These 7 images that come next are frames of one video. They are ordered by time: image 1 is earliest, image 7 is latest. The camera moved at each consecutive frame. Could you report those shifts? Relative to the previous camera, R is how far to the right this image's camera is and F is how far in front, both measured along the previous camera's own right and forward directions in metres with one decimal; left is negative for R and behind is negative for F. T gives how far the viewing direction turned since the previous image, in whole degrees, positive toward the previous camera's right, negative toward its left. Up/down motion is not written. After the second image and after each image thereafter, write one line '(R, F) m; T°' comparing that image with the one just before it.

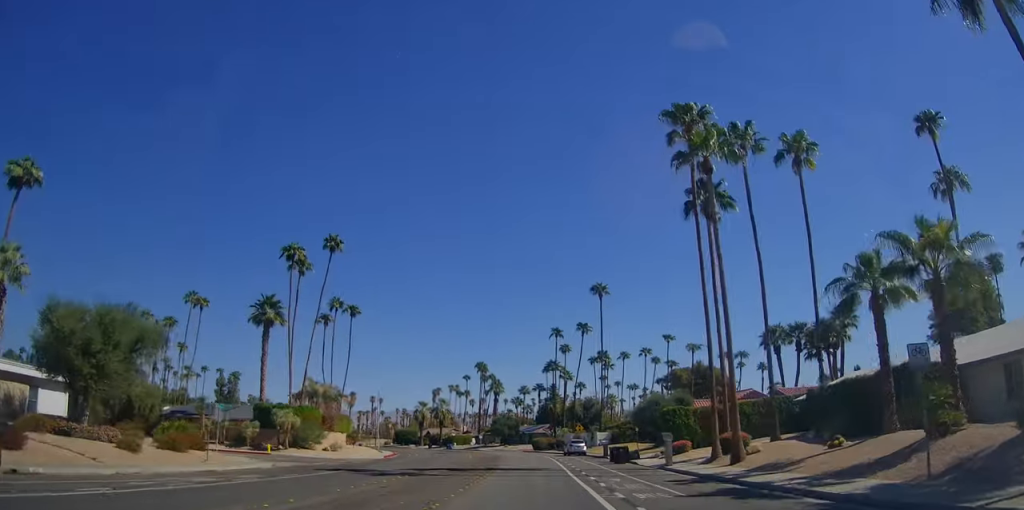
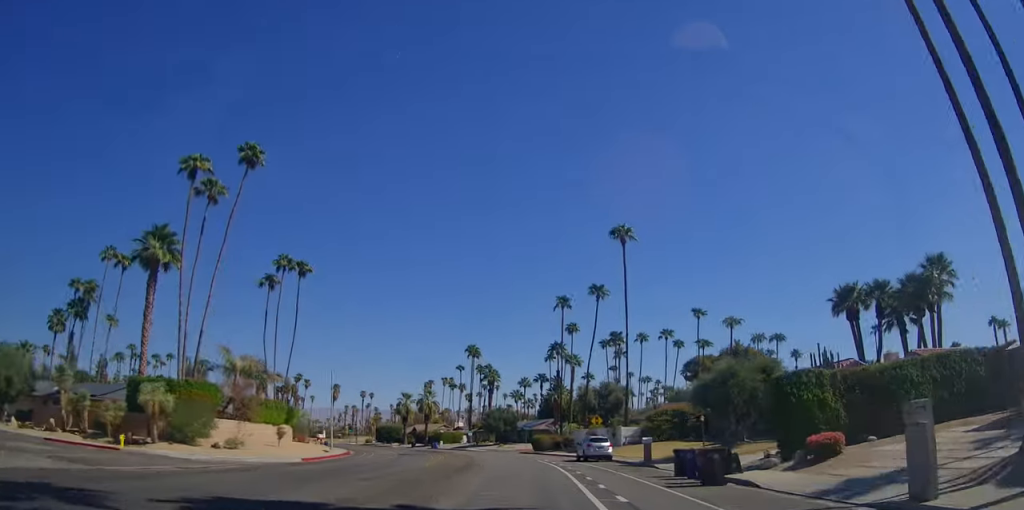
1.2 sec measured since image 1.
(+1.8, +19.9) m; +7°
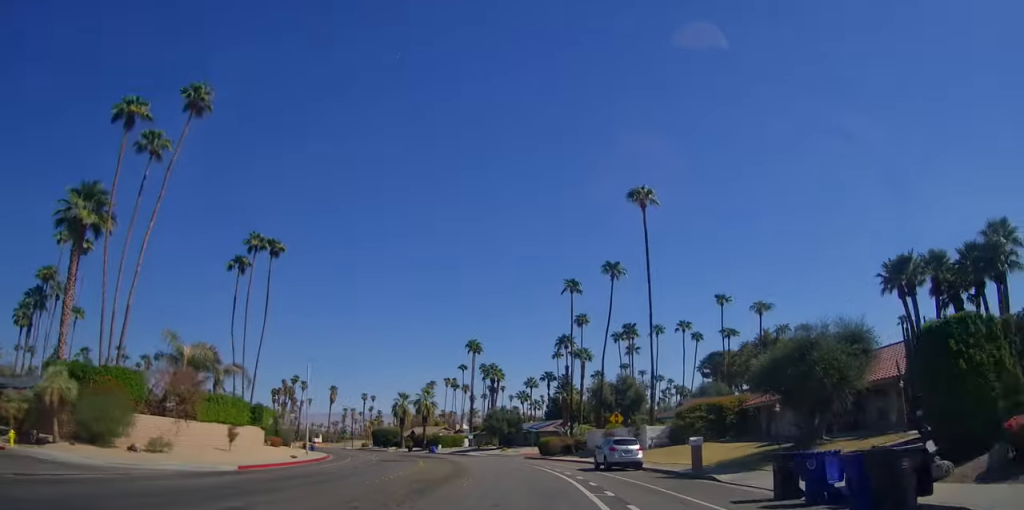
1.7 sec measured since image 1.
(0.0, +9.0) m; 0°
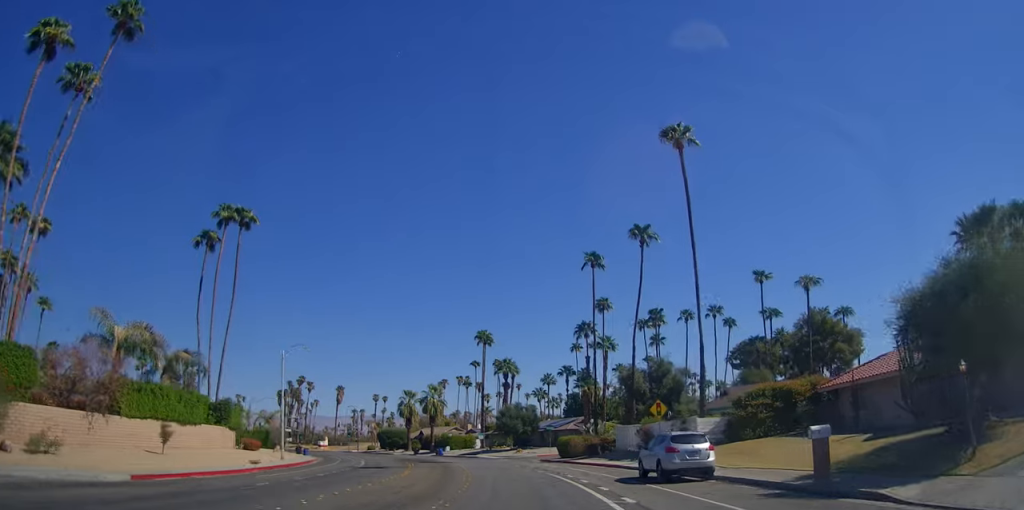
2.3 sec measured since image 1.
(0.0, +9.5) m; -1°
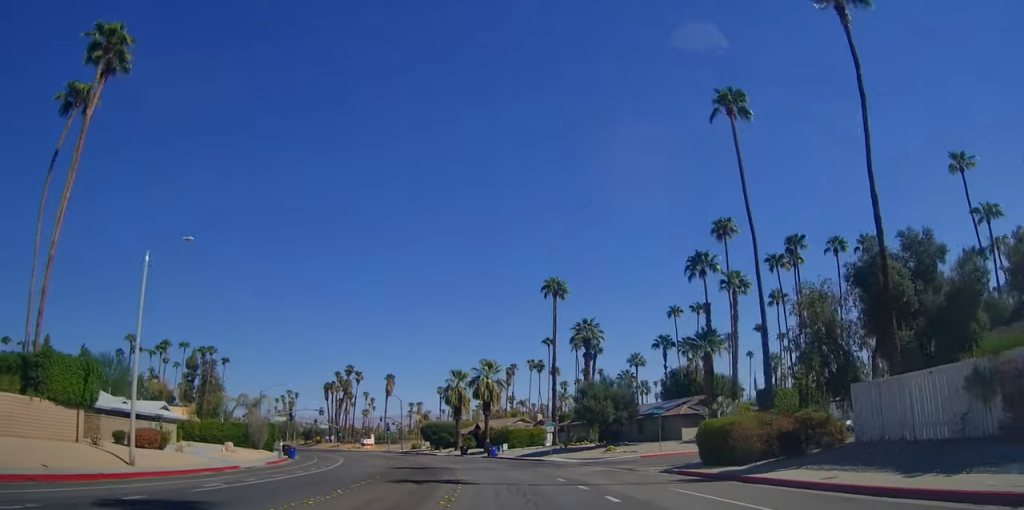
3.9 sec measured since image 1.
(-1.5, +26.8) m; -6°
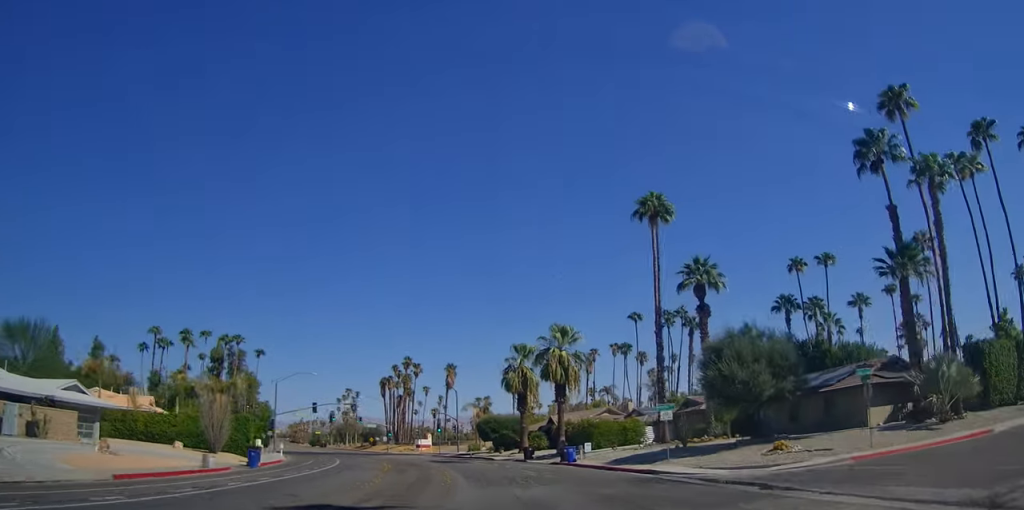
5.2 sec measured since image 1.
(-0.5, +21.2) m; -5°
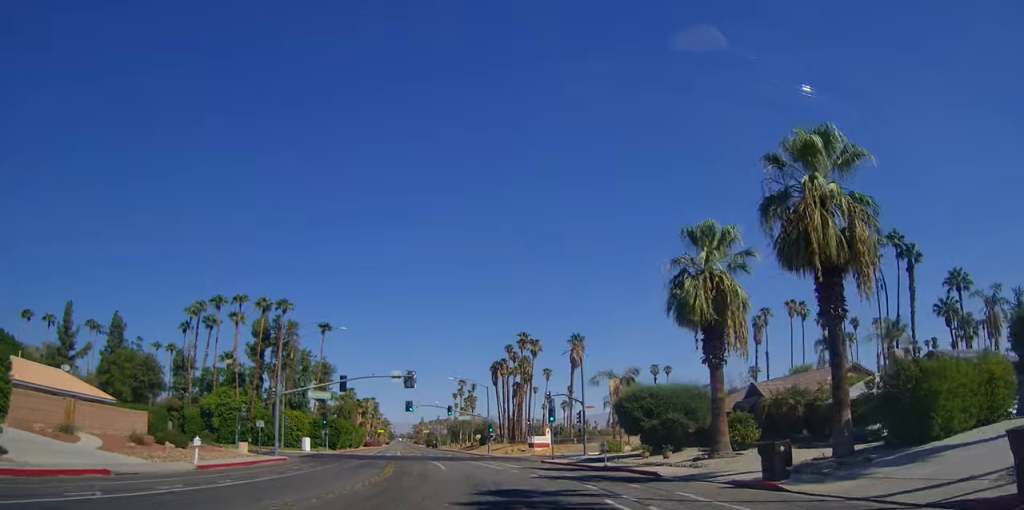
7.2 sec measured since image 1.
(-2.5, +32.7) m; -14°
